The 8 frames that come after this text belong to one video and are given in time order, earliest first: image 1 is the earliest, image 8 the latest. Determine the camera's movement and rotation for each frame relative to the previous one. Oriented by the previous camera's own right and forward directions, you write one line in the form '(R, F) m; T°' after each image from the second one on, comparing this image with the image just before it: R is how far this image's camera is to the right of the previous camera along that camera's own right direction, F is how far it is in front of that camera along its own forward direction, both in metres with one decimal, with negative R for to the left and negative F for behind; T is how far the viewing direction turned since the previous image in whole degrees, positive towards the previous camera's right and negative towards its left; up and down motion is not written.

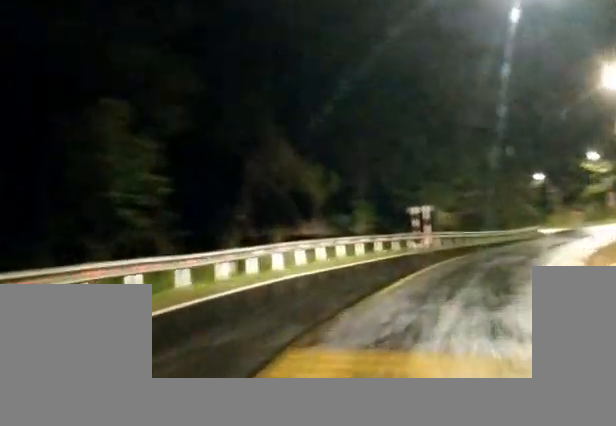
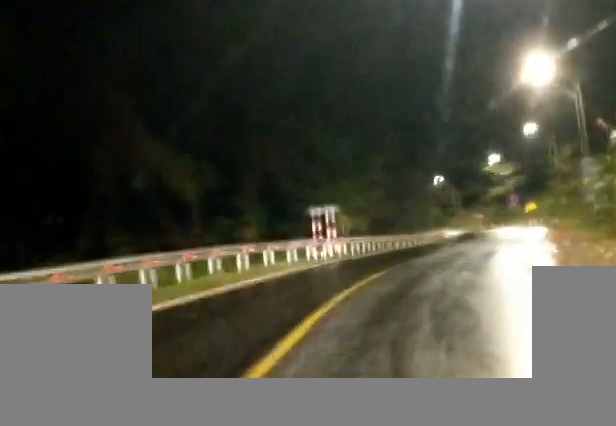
(-0.1, +7.2) m; +7°
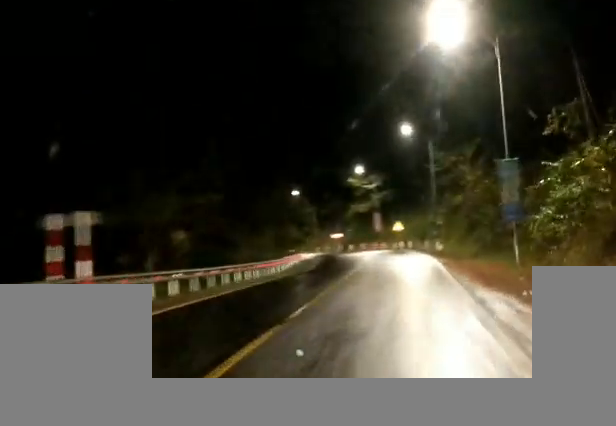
(+2.4, +13.1) m; +17°
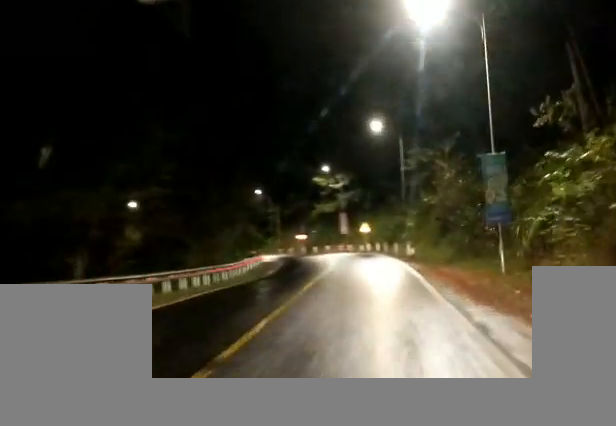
(+0.2, +3.9) m; +2°
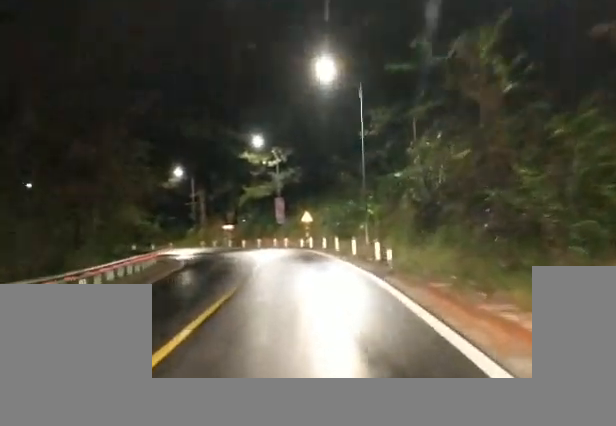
(+0.7, +16.4) m; 0°
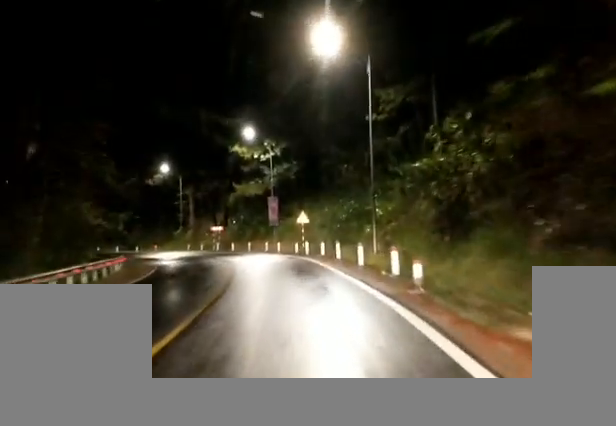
(-0.3, +6.9) m; -1°
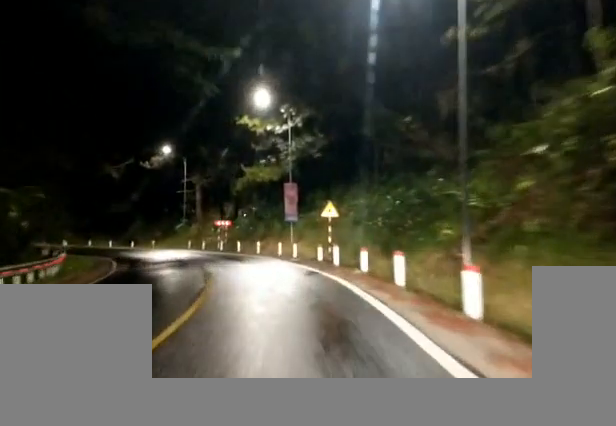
(-0.4, +14.2) m; -5°
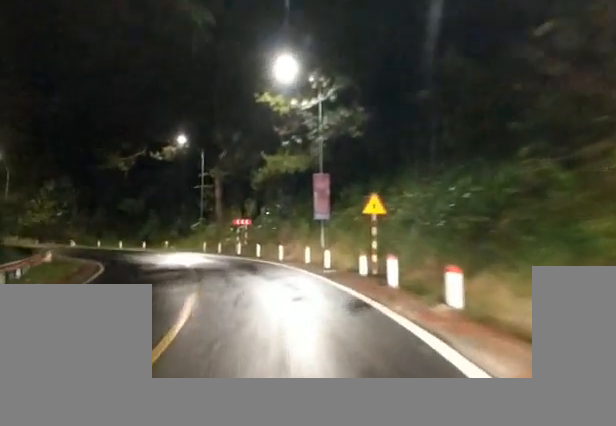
(-0.7, +8.3) m; -1°
